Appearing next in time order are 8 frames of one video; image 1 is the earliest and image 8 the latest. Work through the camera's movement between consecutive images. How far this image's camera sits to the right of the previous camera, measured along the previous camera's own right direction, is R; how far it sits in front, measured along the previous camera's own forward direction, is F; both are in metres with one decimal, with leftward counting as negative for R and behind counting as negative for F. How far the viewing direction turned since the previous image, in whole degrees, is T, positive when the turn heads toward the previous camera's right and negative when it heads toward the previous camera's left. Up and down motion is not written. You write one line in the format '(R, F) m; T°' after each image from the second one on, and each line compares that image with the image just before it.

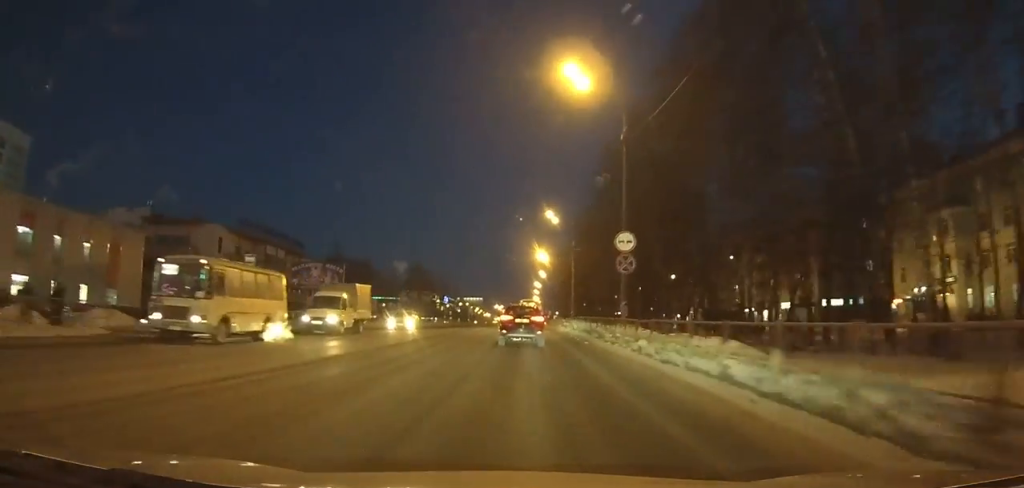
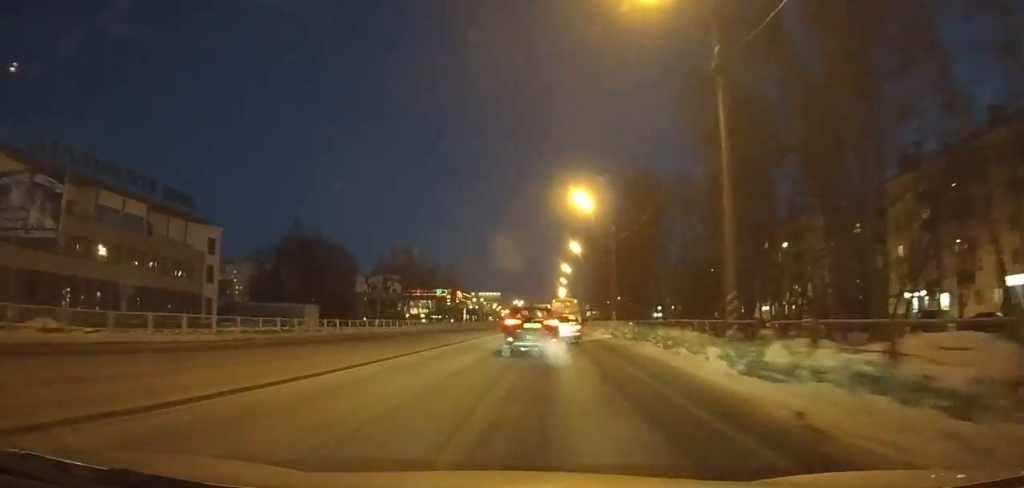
(-1.4, +44.8) m; -3°
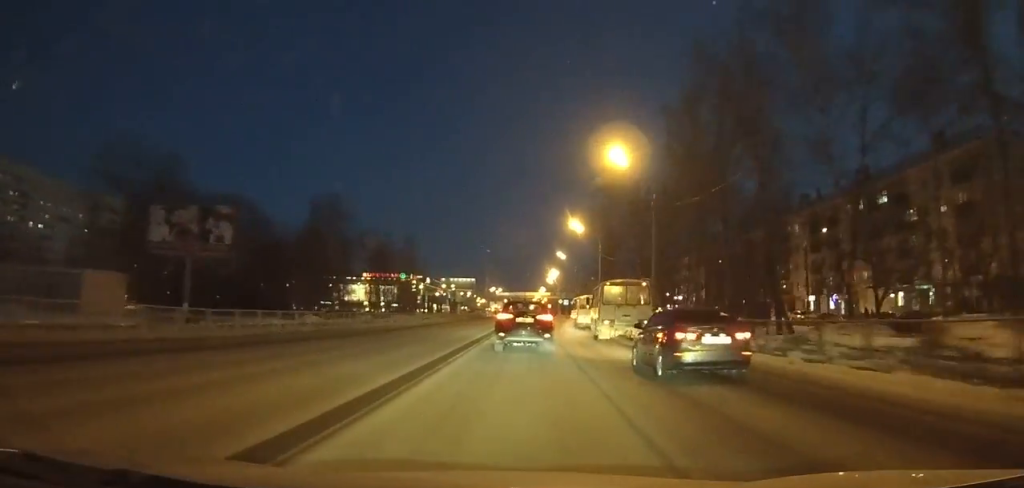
(-0.4, +43.6) m; +1°
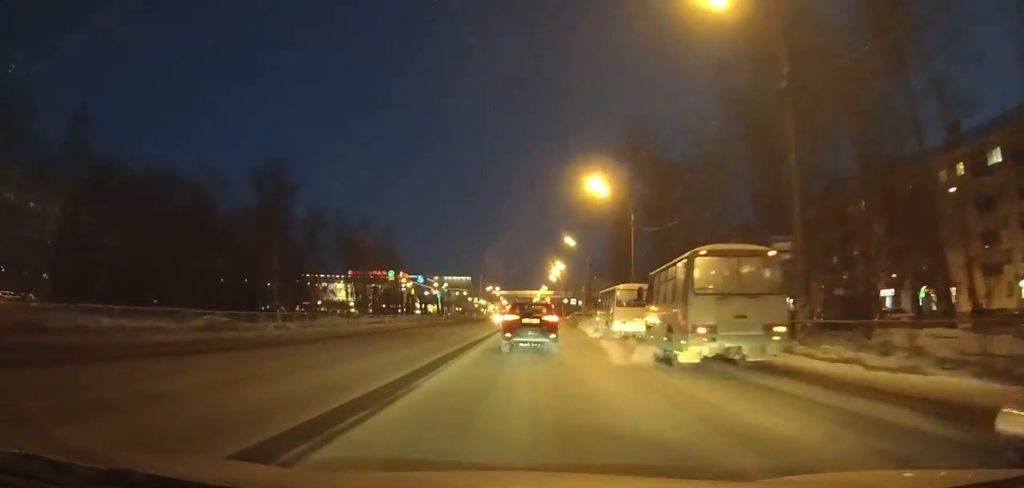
(+0.4, +20.0) m; +2°
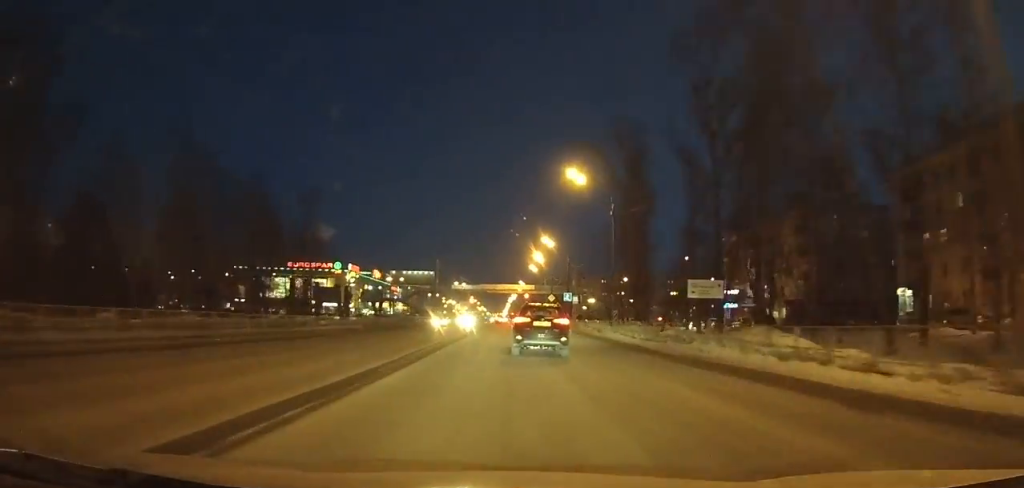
(+0.8, +34.6) m; +2°
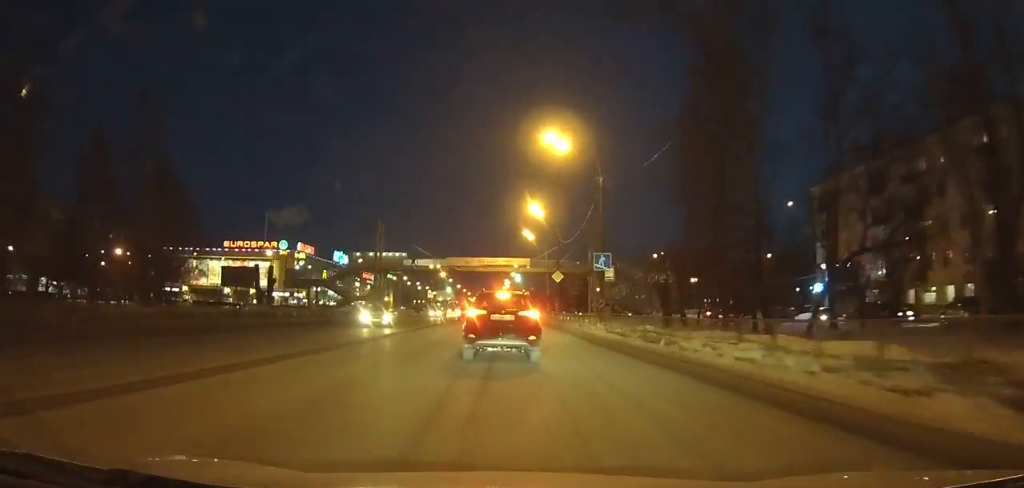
(+0.6, +32.3) m; +1°
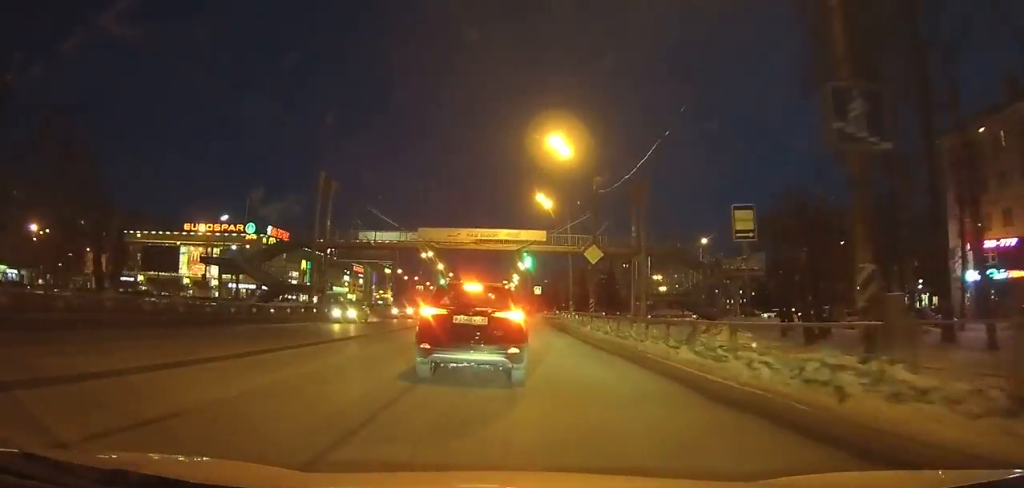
(+0.1, +22.3) m; 0°
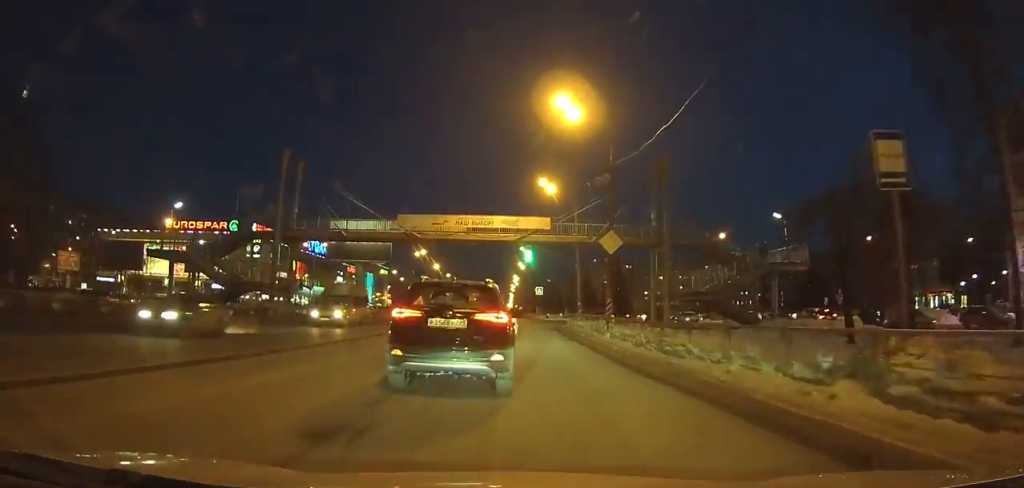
(0.0, +10.5) m; -1°
